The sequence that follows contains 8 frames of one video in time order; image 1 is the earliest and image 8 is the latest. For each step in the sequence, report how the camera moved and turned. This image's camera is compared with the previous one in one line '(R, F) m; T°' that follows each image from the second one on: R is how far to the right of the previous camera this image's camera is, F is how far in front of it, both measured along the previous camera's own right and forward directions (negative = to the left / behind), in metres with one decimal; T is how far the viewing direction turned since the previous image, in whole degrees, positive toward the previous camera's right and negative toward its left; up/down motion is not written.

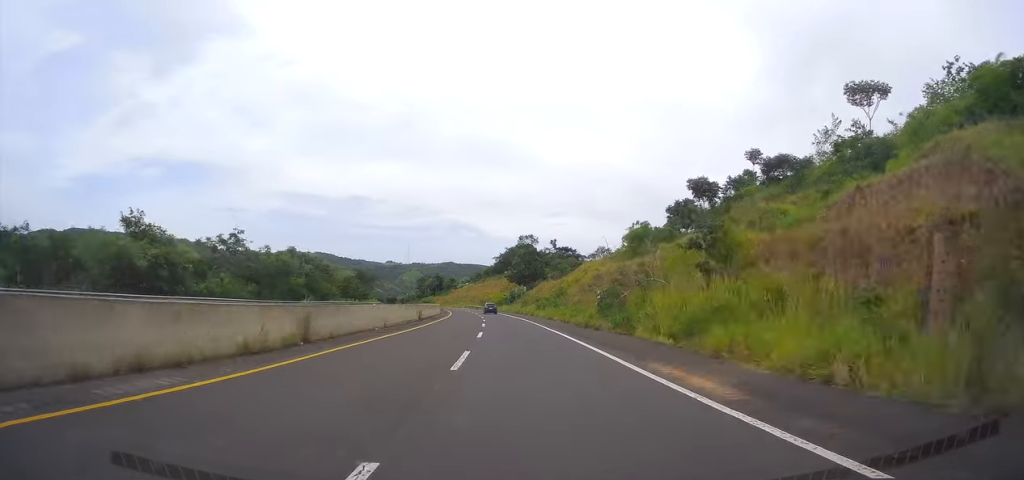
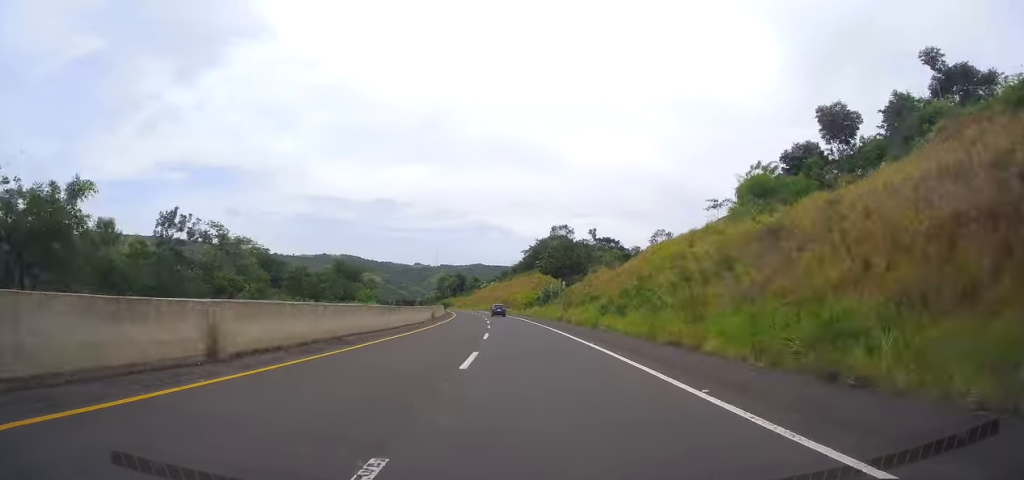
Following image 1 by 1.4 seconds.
(-0.8, +36.1) m; -2°
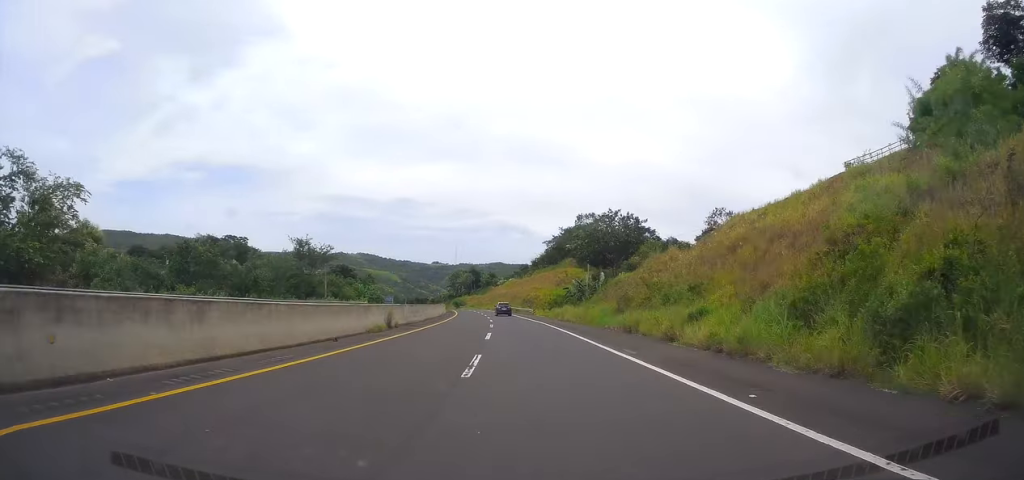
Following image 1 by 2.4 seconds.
(-0.2, +25.6) m; -2°
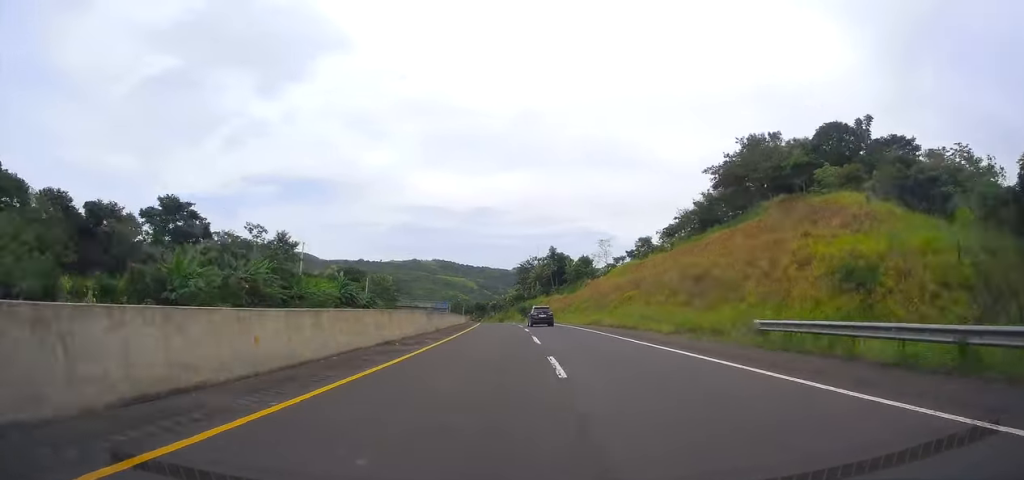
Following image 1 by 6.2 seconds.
(-6.8, +96.9) m; -9°
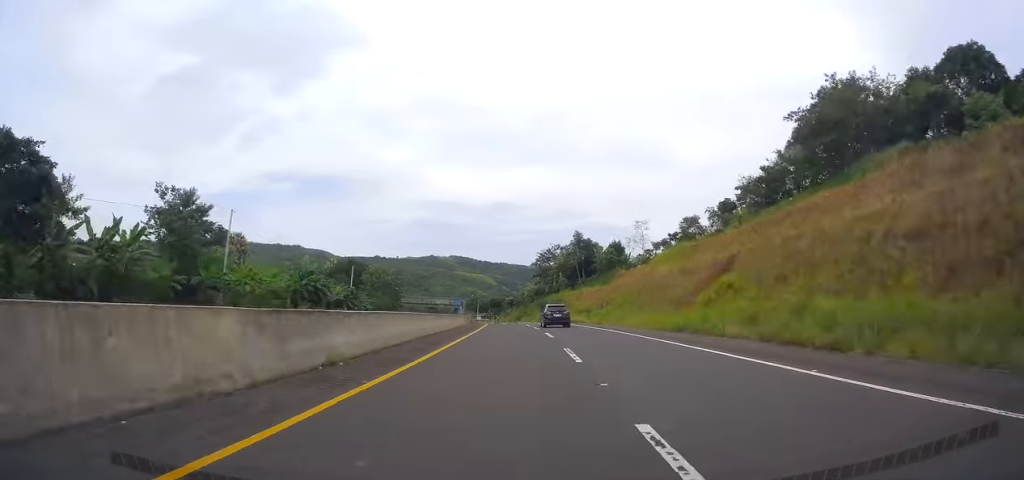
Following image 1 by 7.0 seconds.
(-0.8, +21.9) m; -2°
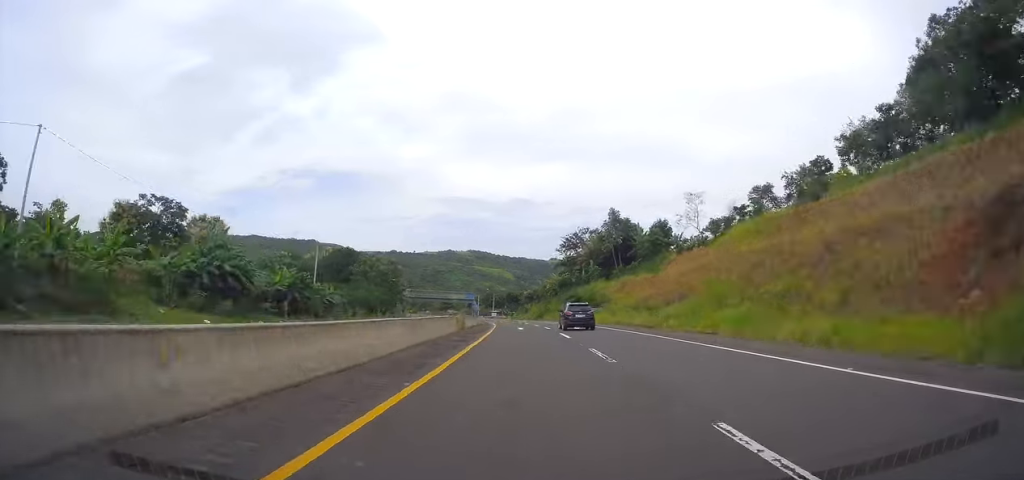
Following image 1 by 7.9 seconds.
(-0.2, +24.1) m; -2°
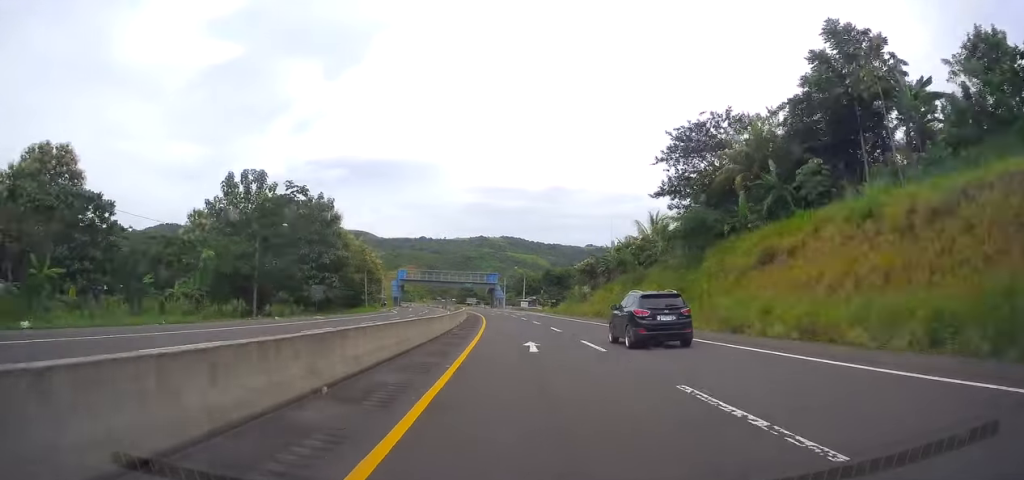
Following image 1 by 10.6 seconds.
(-2.7, +70.9) m; -4°
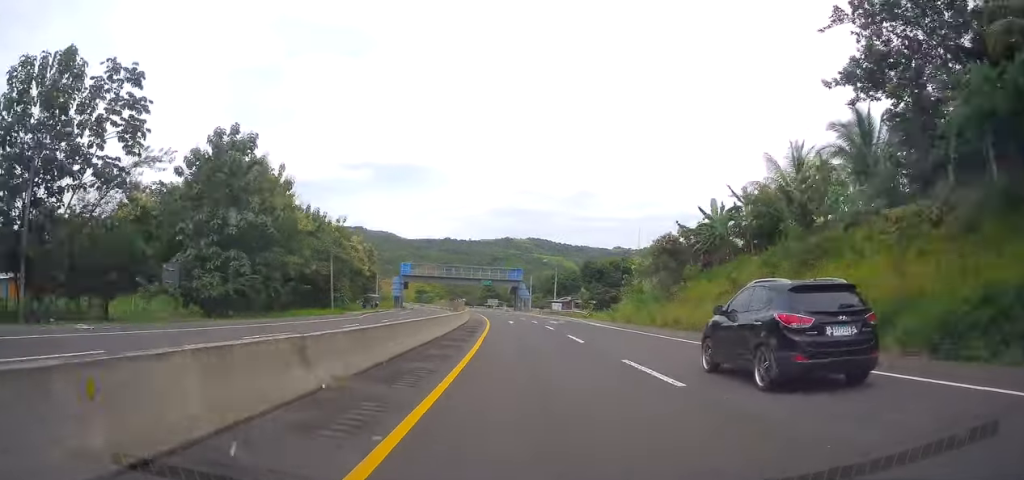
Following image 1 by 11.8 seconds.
(-0.4, +31.5) m; -2°
